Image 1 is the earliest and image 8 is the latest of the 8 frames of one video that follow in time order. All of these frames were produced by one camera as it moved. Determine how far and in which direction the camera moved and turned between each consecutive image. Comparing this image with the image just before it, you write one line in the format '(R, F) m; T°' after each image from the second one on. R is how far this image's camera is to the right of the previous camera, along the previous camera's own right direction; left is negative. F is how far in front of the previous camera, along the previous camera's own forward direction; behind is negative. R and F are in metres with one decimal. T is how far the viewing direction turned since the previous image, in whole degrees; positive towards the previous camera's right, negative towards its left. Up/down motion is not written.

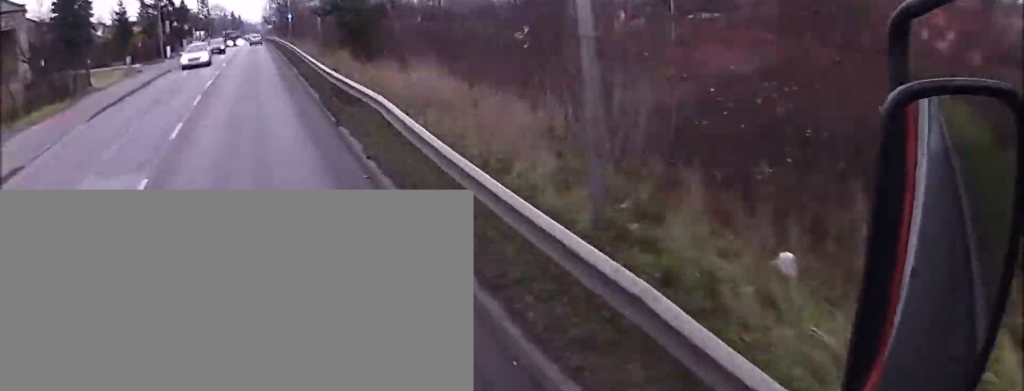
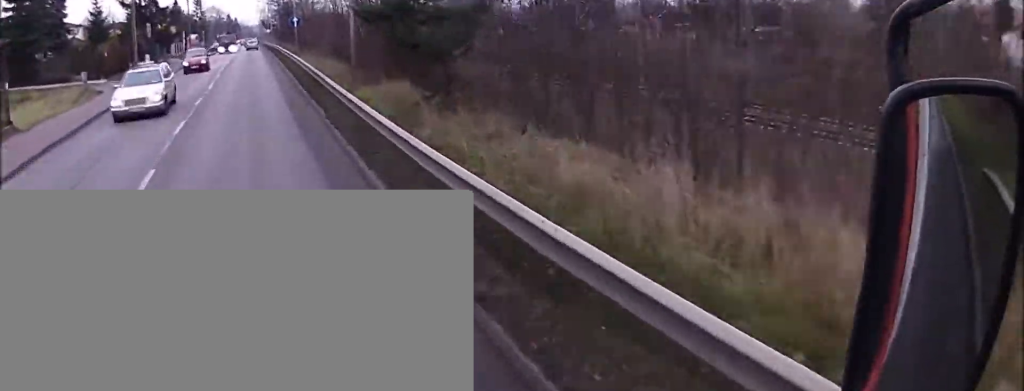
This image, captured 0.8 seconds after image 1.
(0.0, +10.4) m; 0°
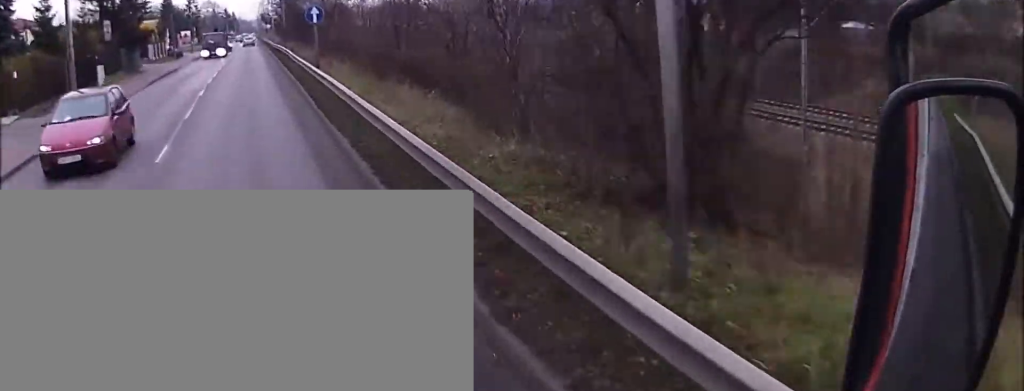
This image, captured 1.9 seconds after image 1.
(+0.1, +14.4) m; +1°
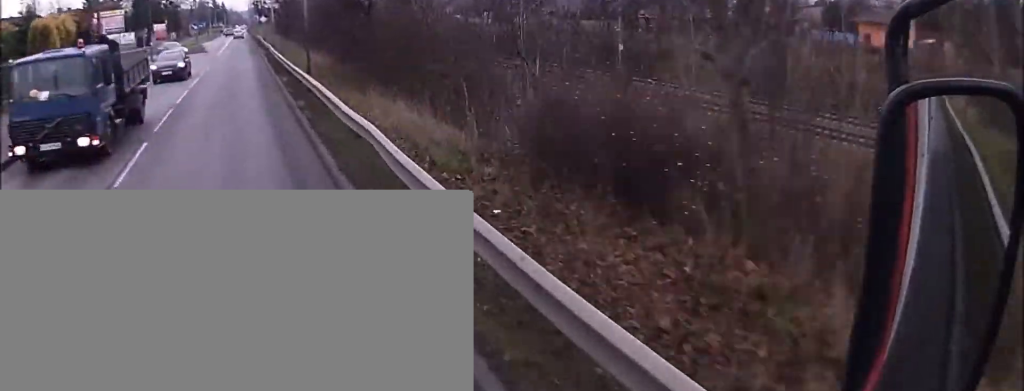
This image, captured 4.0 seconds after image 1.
(-0.3, +28.6) m; -1°
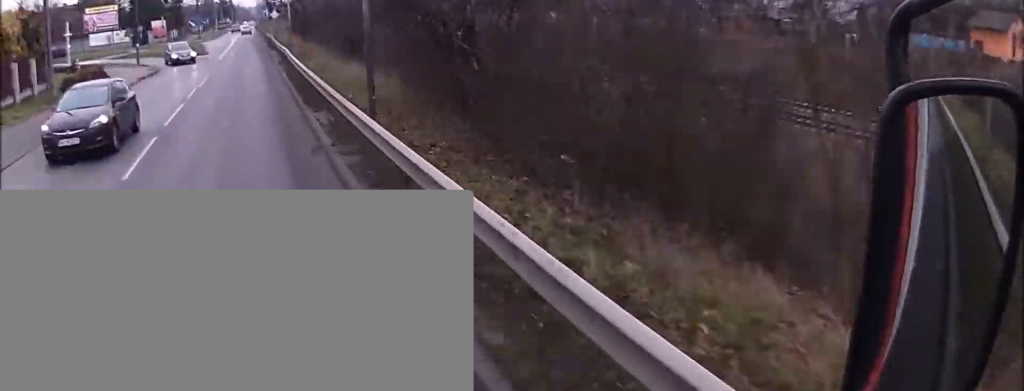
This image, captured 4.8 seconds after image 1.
(0.0, +11.5) m; 0°
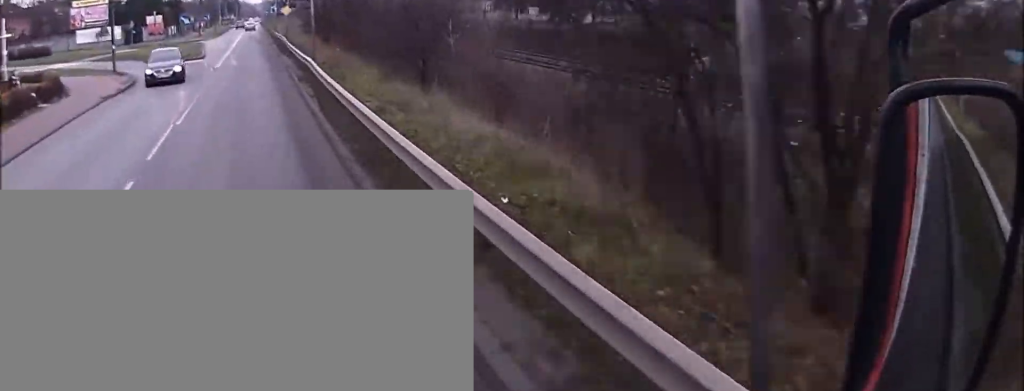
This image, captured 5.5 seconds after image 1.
(+0.3, +10.6) m; 0°
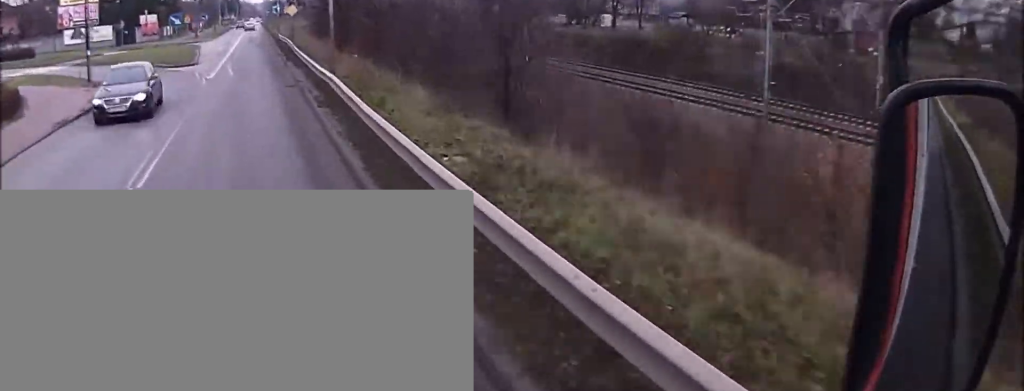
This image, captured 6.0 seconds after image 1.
(-0.3, +6.3) m; 0°
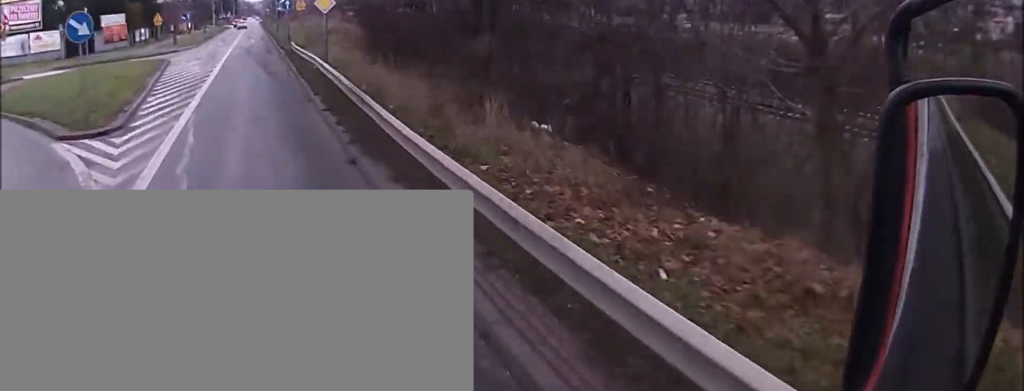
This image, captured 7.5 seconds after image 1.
(+0.3, +22.2) m; +1°
